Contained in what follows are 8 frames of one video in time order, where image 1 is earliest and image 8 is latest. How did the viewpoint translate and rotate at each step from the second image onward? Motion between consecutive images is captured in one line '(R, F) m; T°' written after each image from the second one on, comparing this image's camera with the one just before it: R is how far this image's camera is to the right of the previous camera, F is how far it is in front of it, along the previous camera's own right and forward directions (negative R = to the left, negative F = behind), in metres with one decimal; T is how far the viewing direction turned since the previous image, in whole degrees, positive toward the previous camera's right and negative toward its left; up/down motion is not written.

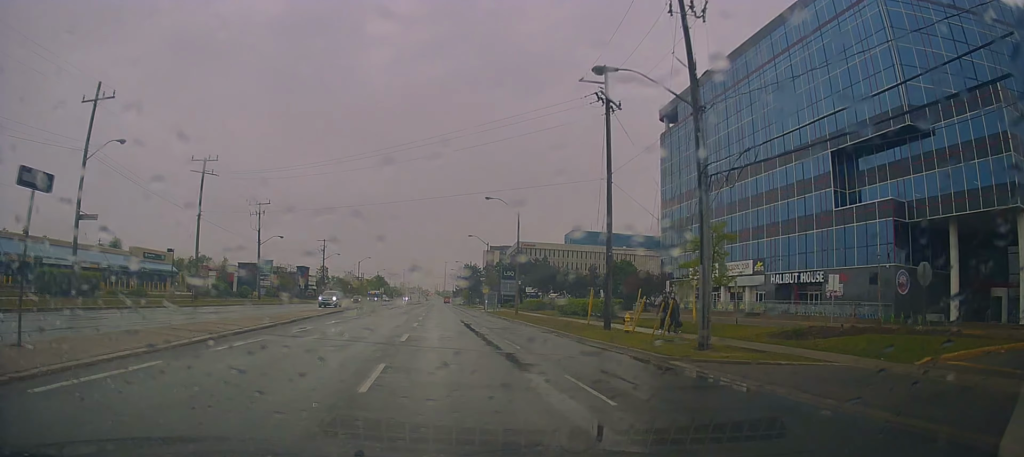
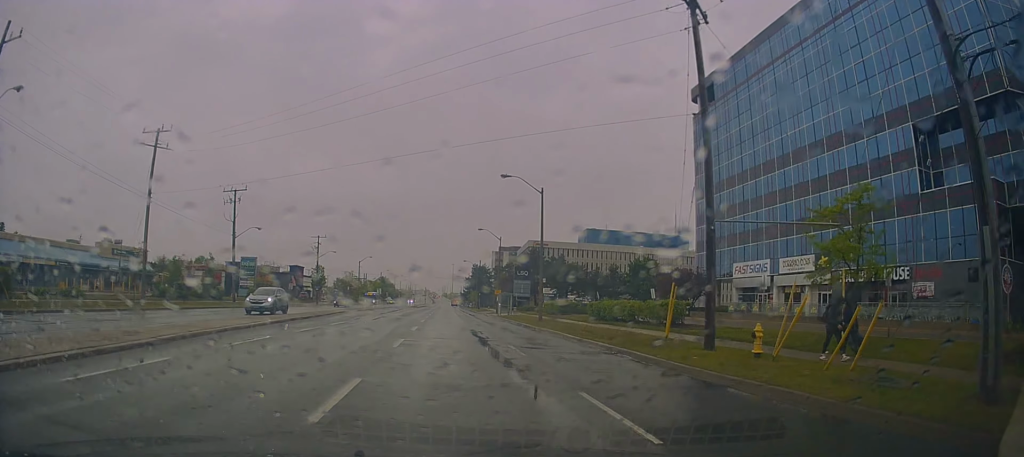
(+0.1, +10.5) m; 0°
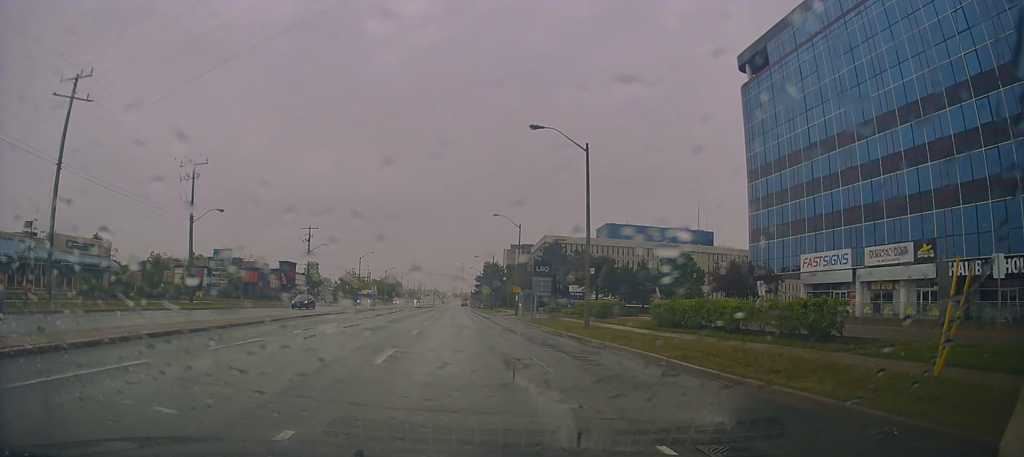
(-0.1, +12.8) m; -1°
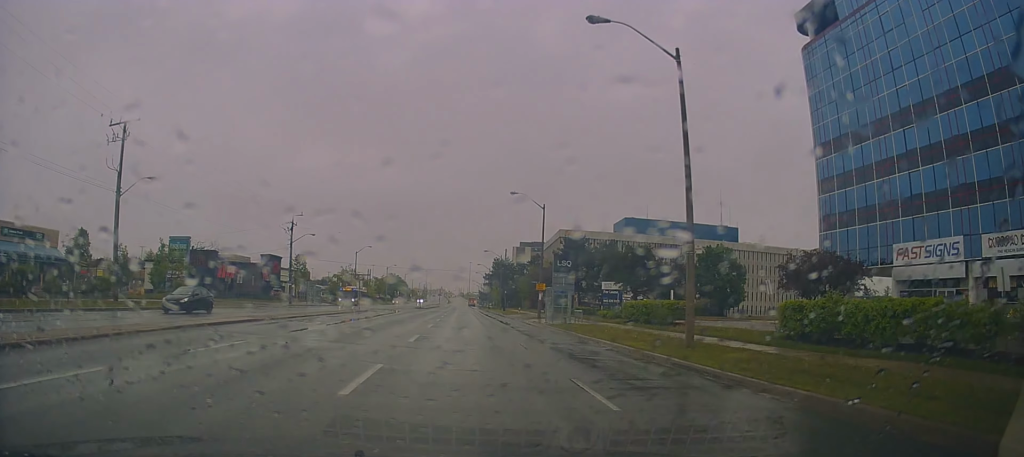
(-0.2, +13.4) m; -1°
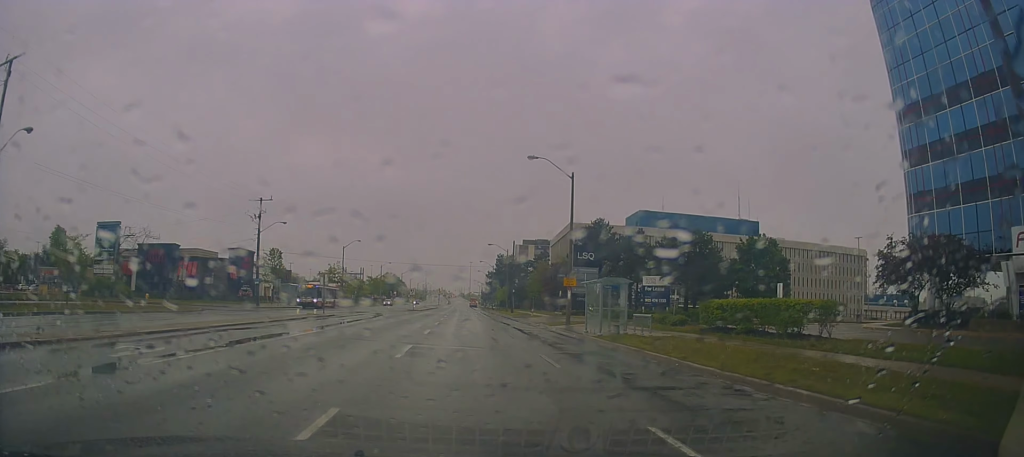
(0.0, +13.4) m; +1°
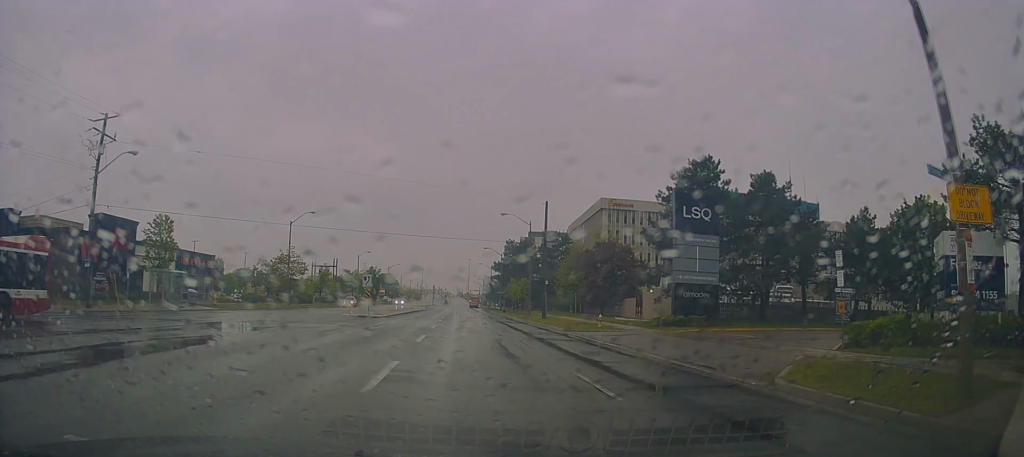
(+1.5, +32.5) m; +3°
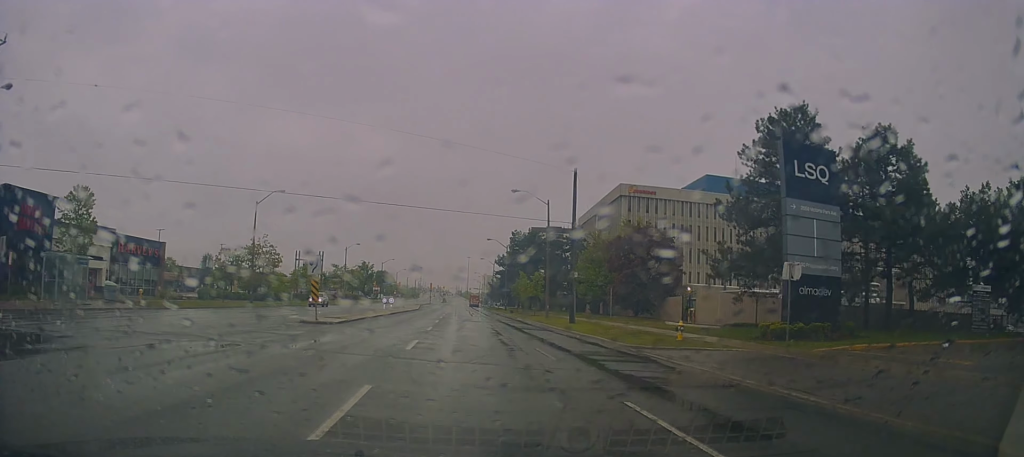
(-0.4, +13.3) m; -2°
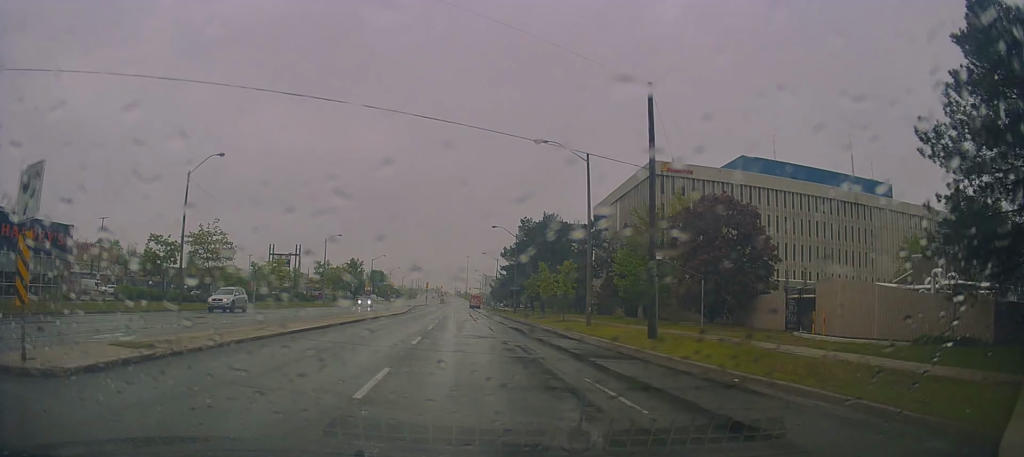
(0.0, +15.8) m; 0°
